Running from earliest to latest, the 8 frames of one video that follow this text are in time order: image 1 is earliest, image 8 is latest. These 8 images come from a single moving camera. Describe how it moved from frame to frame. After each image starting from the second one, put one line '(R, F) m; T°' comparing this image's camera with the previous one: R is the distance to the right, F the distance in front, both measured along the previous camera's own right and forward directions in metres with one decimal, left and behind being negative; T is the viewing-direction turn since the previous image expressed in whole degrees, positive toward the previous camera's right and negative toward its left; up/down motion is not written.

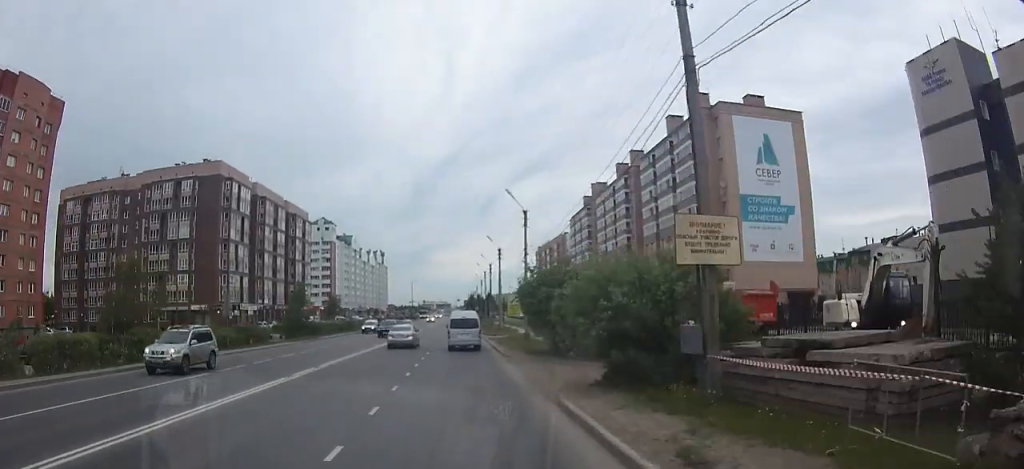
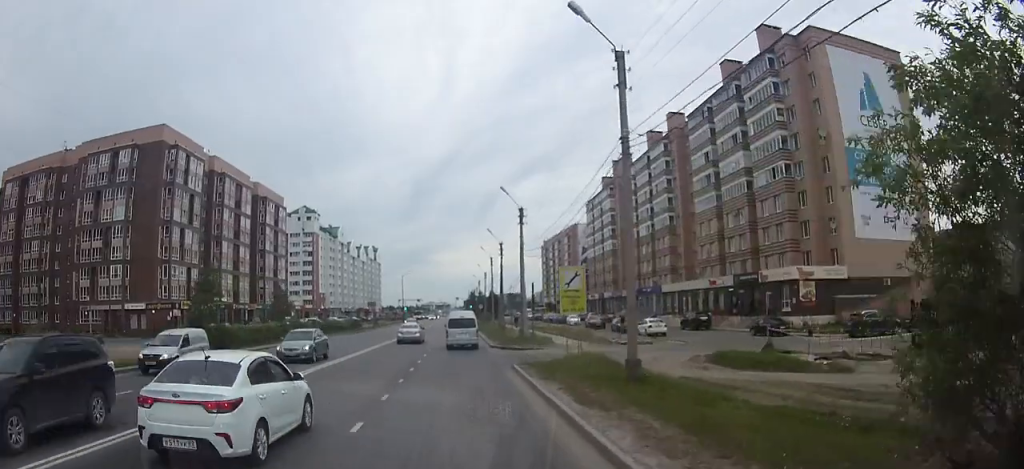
(-0.1, +31.6) m; 0°
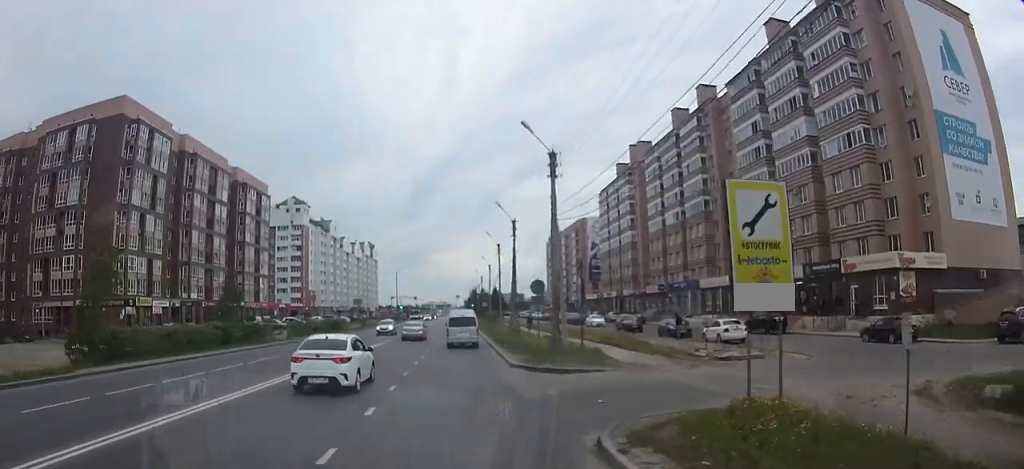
(0.0, +16.9) m; 0°
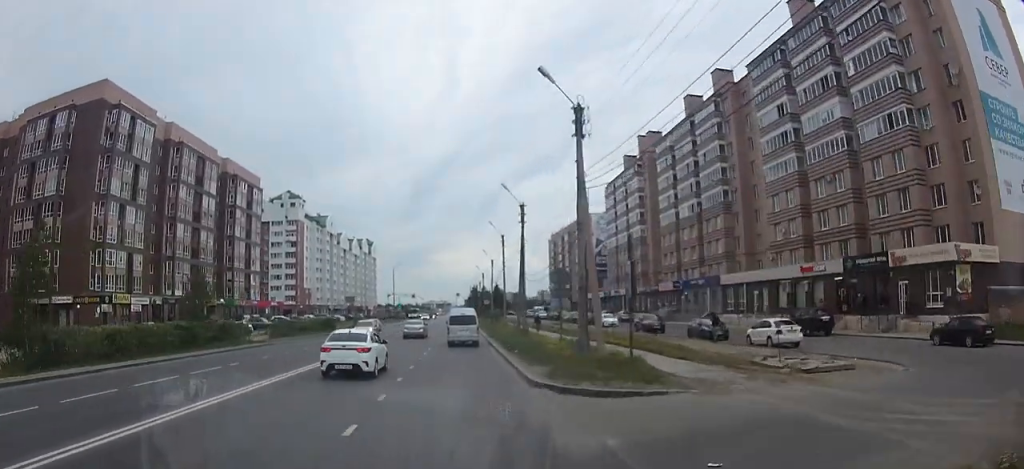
(0.0, +7.1) m; 0°
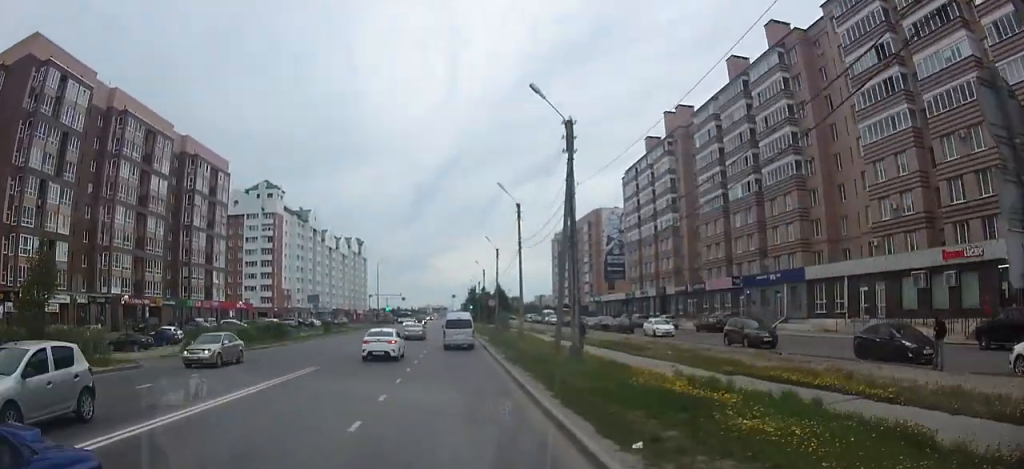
(+0.1, +20.7) m; 0°
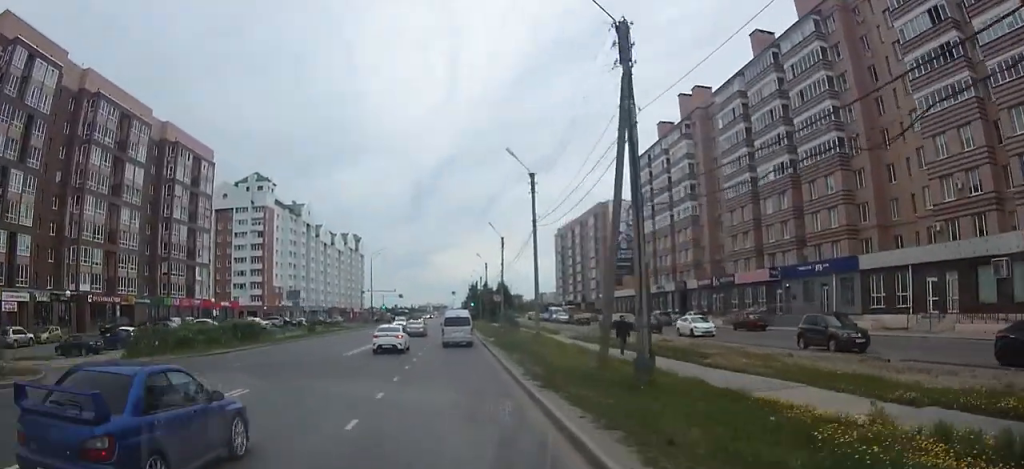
(0.0, +8.4) m; 0°
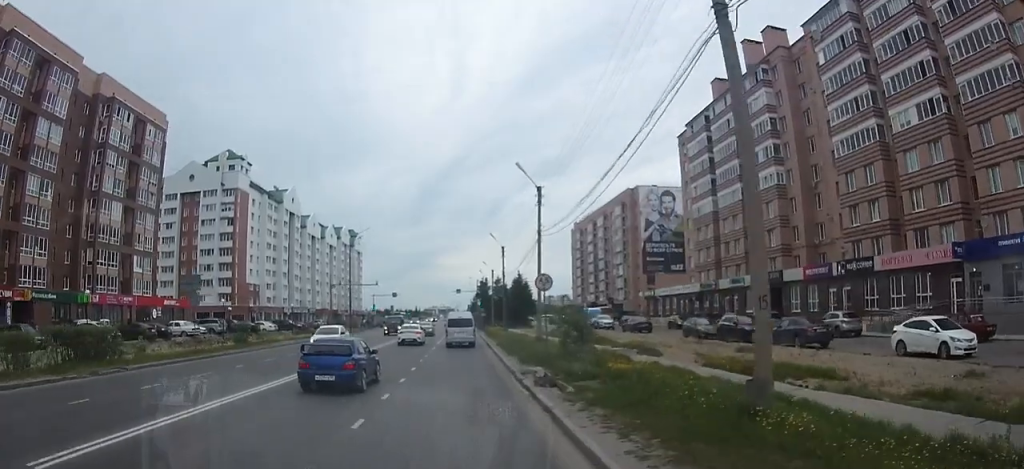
(-0.1, +23.9) m; 0°
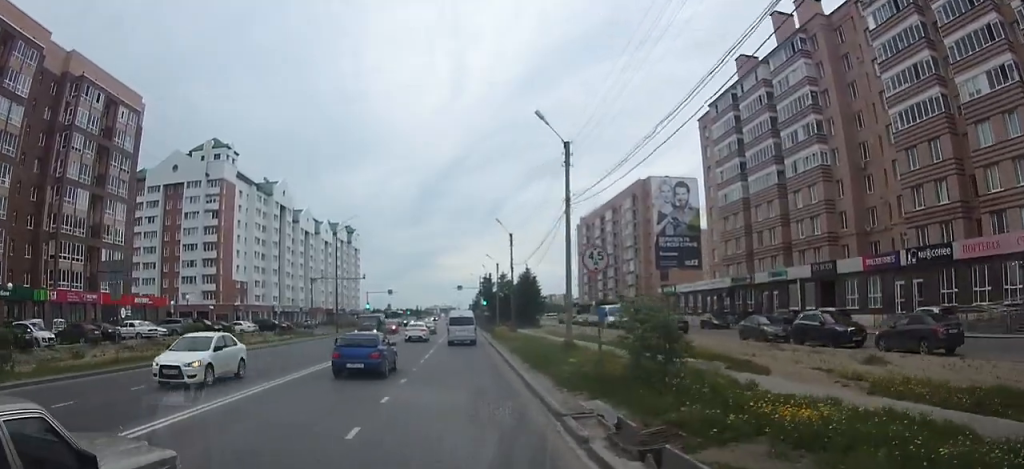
(0.0, +8.9) m; 0°
